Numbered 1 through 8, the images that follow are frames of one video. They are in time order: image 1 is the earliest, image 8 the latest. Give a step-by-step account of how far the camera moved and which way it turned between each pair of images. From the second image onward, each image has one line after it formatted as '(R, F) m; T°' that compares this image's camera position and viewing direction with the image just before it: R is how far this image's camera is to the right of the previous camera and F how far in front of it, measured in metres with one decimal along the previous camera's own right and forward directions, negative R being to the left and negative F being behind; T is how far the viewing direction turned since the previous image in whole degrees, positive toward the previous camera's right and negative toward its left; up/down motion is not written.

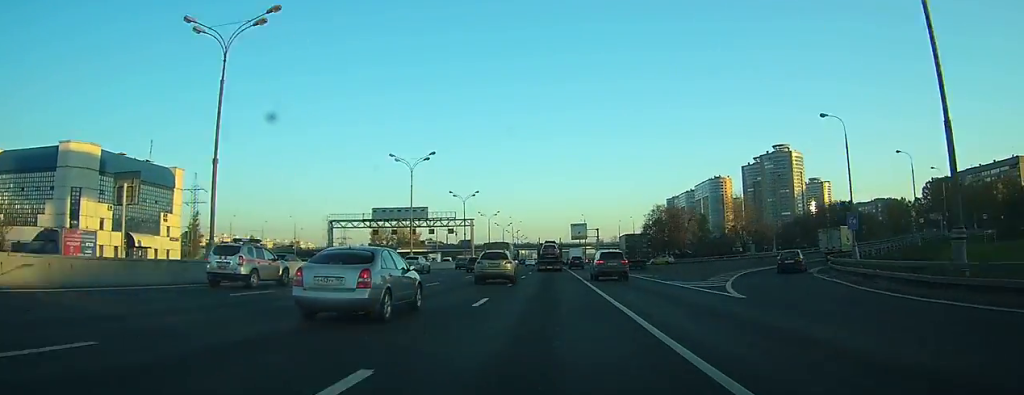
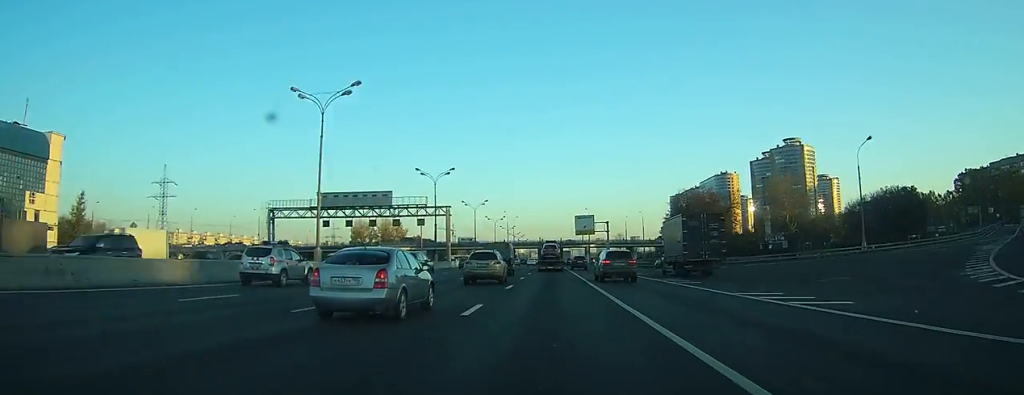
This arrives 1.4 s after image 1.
(0.0, +27.8) m; 0°
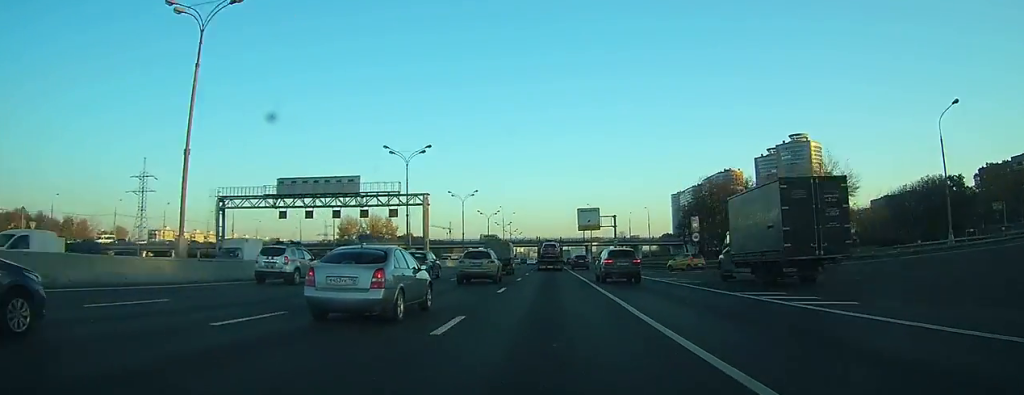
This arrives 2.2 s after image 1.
(0.0, +15.7) m; 0°
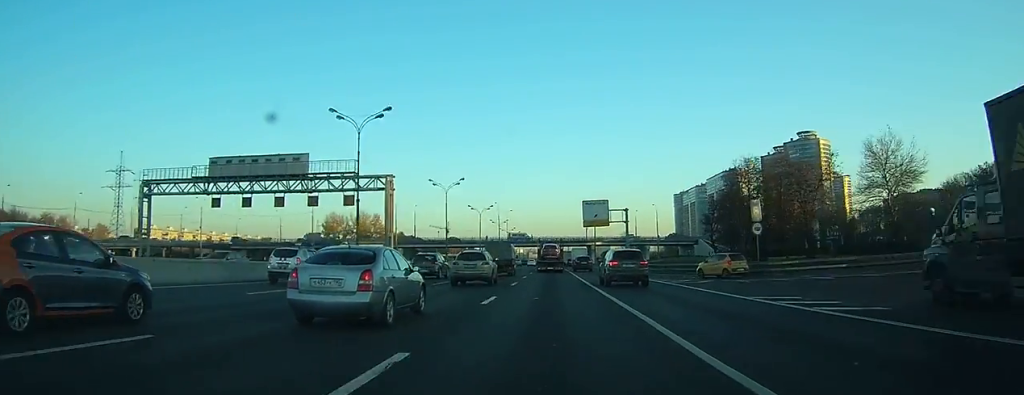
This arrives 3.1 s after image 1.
(0.0, +16.3) m; 0°
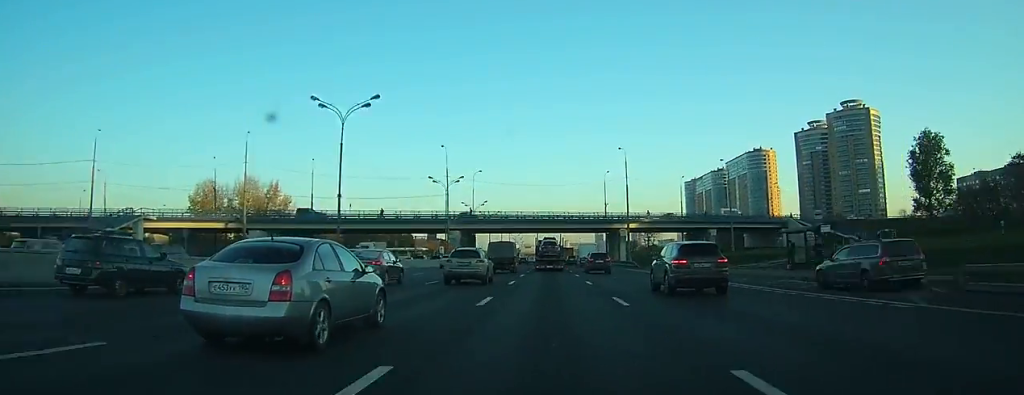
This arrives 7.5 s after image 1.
(+0.1, +79.4) m; 0°
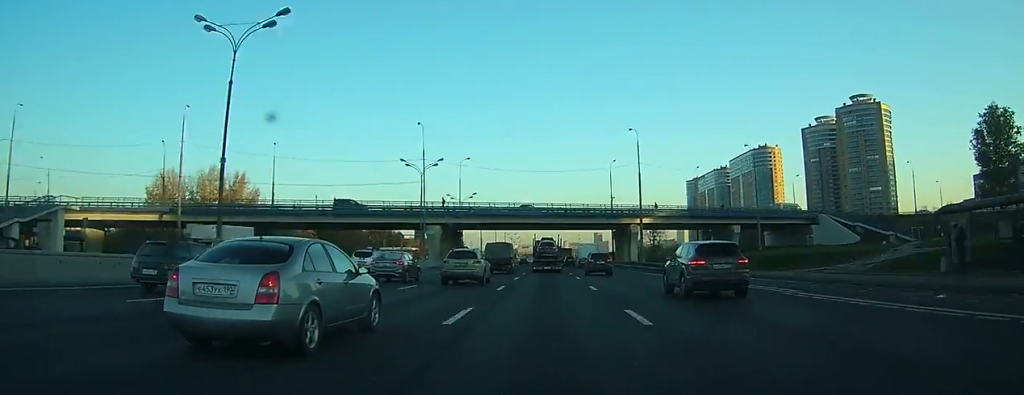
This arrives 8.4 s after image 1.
(0.0, +16.1) m; 0°
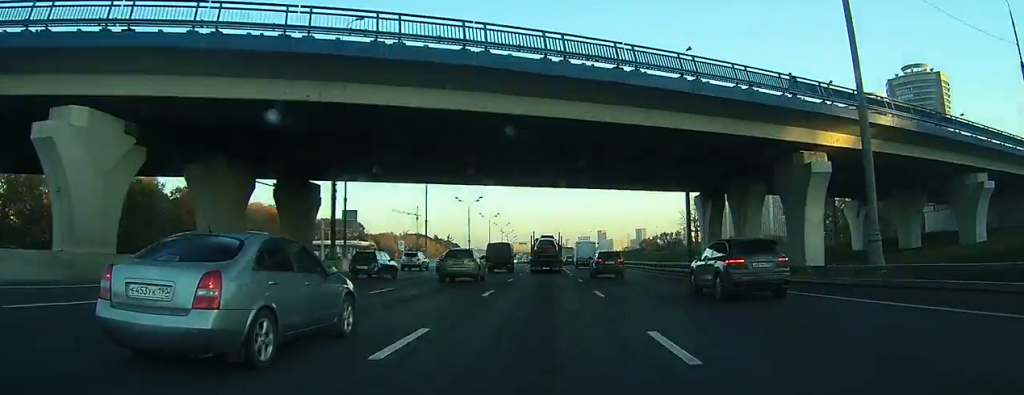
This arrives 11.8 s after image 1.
(+0.1, +66.8) m; +1°
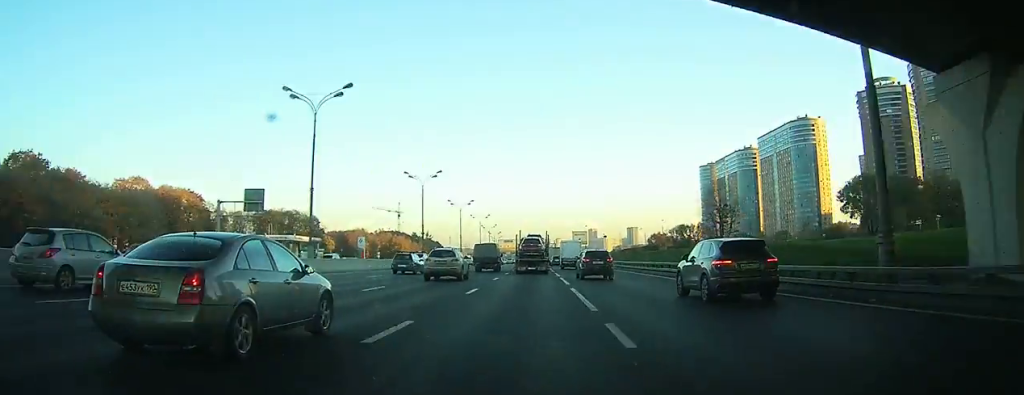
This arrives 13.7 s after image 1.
(+0.3, +34.6) m; +1°
